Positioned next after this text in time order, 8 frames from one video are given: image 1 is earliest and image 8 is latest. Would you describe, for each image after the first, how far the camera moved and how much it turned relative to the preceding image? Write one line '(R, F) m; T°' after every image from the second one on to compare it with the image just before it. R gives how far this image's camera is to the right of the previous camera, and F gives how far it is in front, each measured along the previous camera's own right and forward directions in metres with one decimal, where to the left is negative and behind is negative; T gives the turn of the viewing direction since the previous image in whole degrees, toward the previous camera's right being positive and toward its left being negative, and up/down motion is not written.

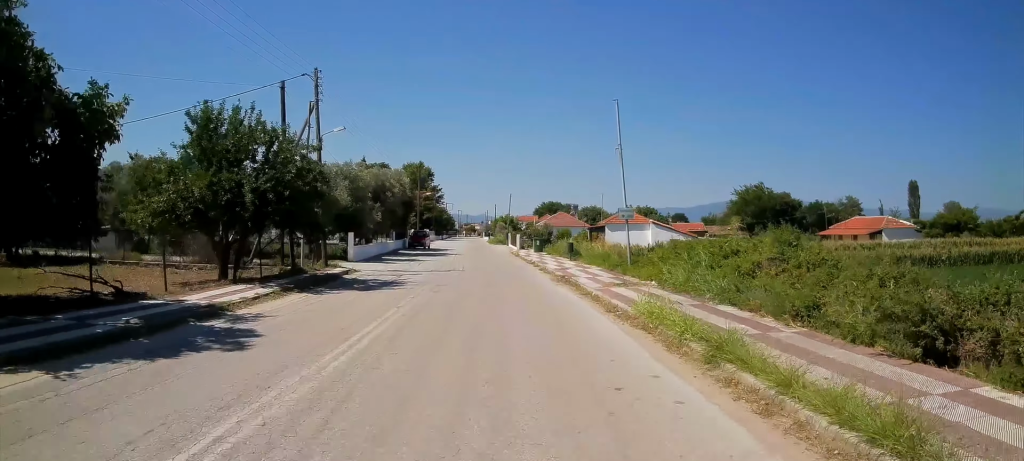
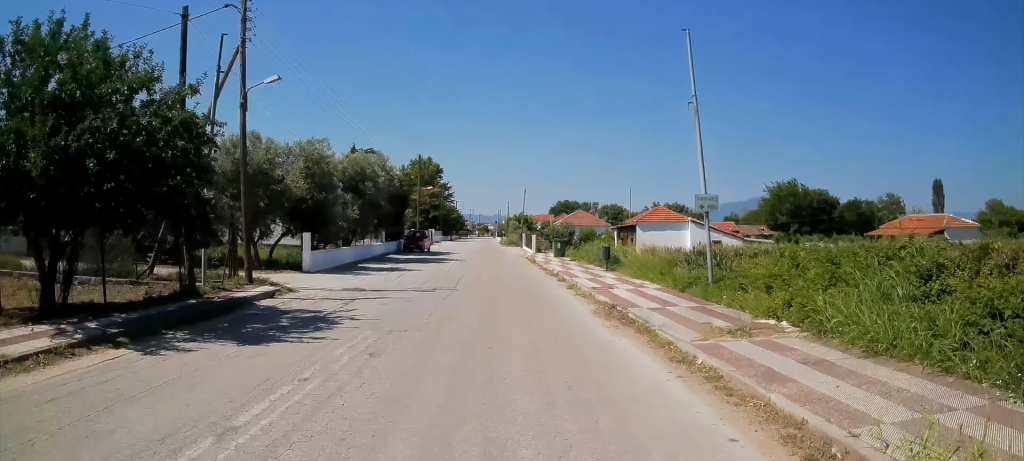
(+0.3, +8.6) m; -1°
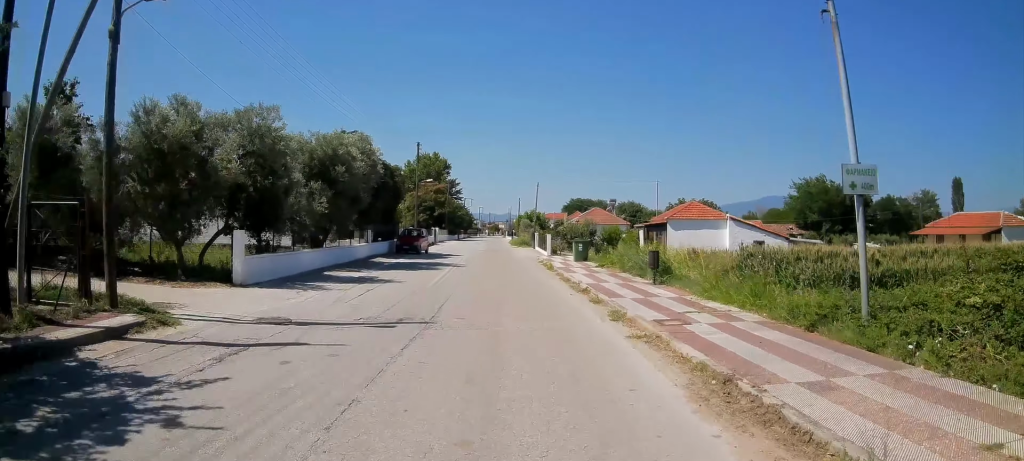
(-0.1, +6.7) m; -1°
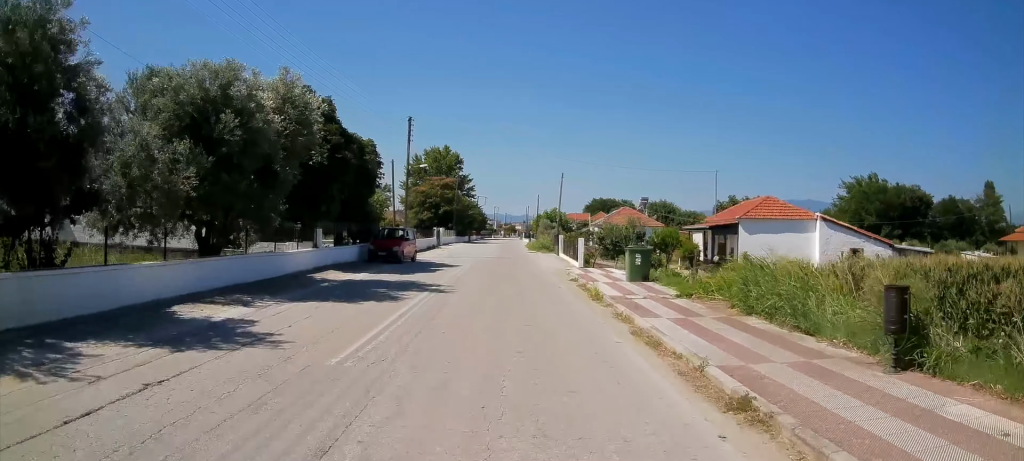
(-0.4, +11.1) m; -2°
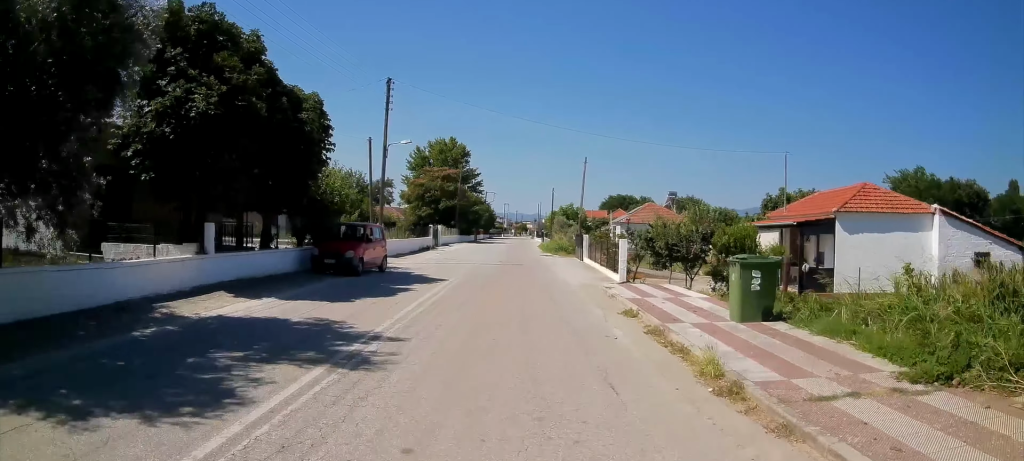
(+0.2, +9.1) m; -1°
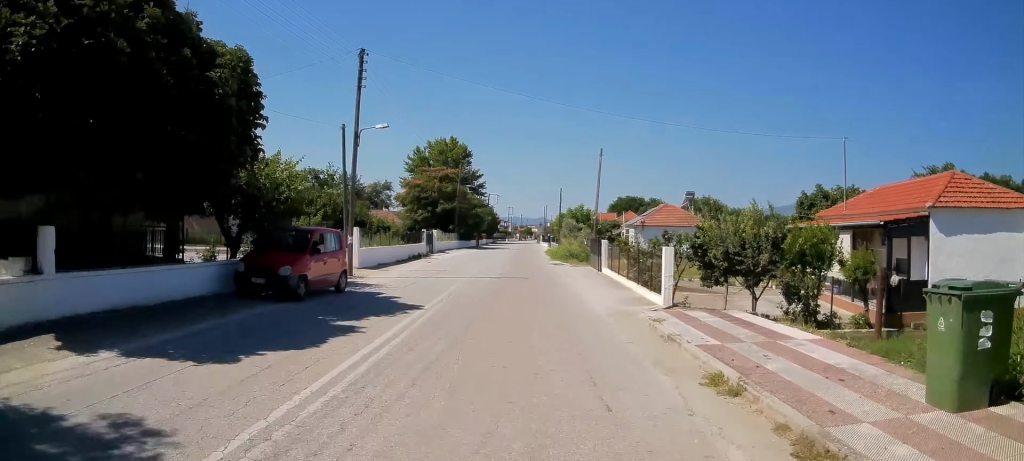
(-0.2, +5.5) m; -1°
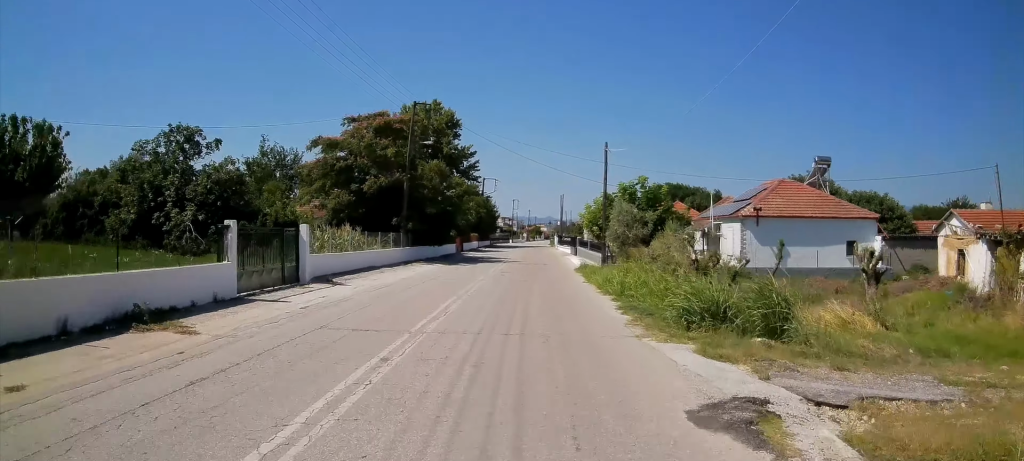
(-1.0, +28.3) m; -2°
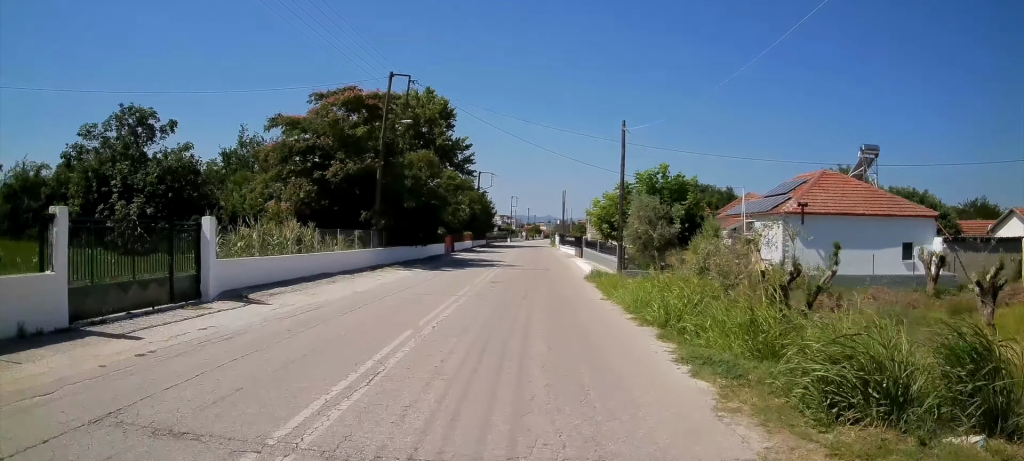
(+0.1, +5.5) m; 0°
